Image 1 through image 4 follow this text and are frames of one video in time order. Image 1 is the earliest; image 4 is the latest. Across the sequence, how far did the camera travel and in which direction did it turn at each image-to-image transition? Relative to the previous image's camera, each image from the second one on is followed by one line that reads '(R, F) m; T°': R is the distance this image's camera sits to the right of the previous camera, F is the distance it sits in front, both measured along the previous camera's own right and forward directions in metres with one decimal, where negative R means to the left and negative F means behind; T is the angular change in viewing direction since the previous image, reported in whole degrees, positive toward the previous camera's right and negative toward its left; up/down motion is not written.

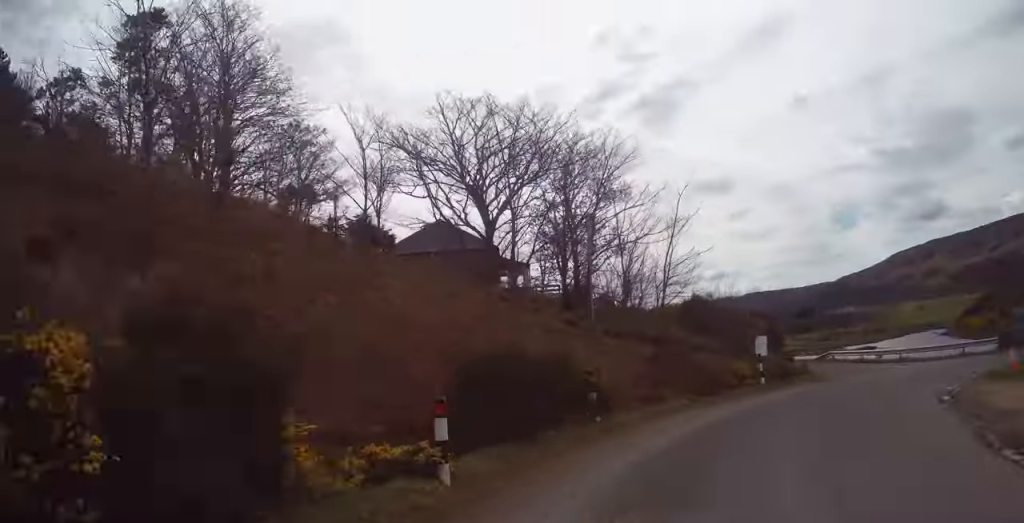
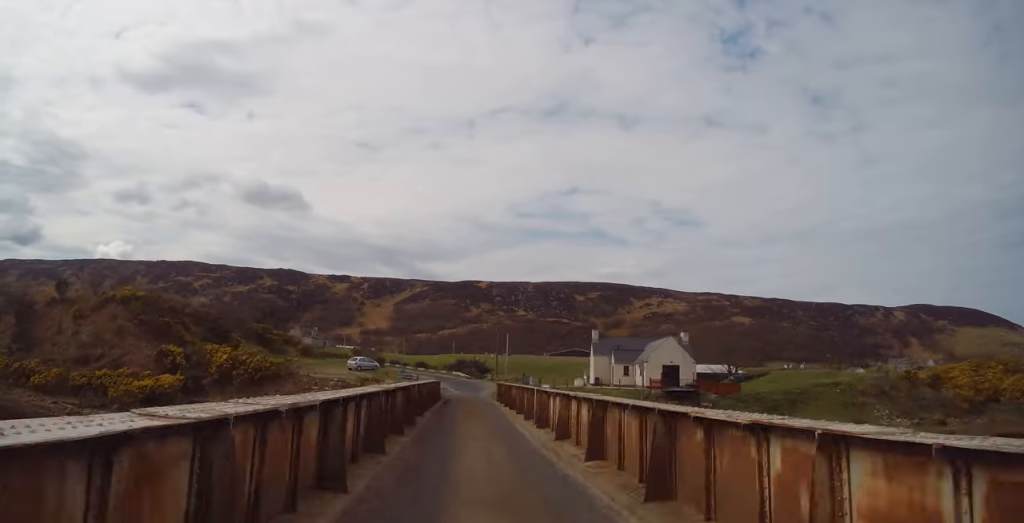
(+49.9, +47.2) m; +62°
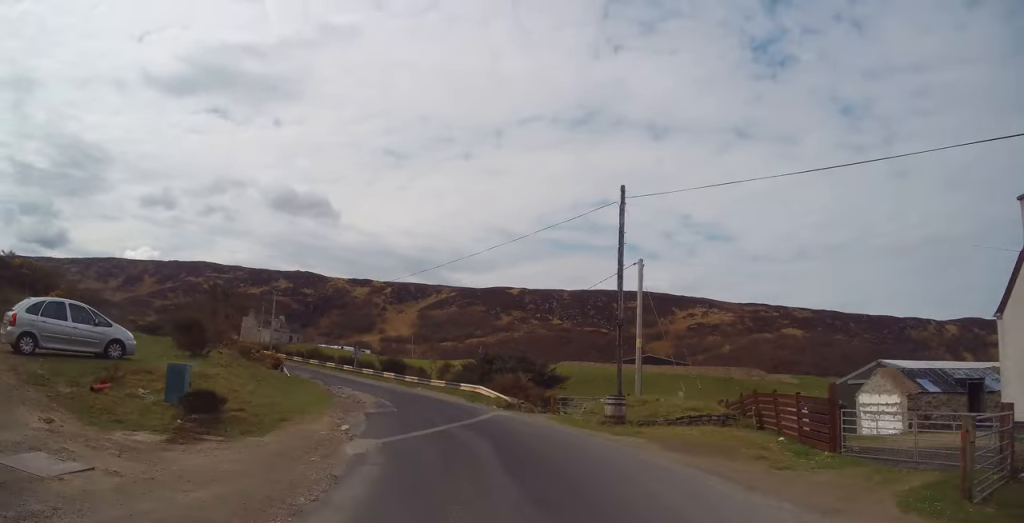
(-3.0, +59.6) m; -13°
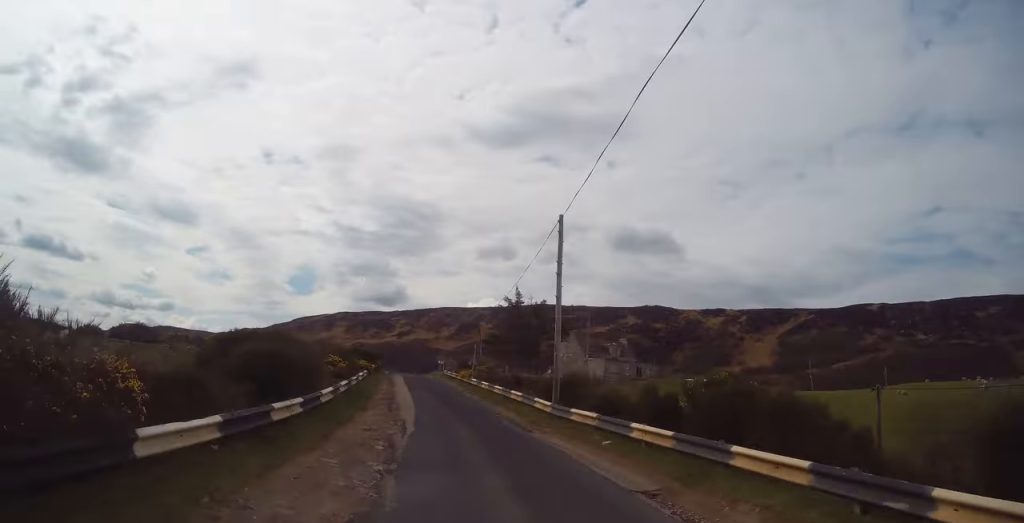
(-9.1, +48.6) m; -19°
